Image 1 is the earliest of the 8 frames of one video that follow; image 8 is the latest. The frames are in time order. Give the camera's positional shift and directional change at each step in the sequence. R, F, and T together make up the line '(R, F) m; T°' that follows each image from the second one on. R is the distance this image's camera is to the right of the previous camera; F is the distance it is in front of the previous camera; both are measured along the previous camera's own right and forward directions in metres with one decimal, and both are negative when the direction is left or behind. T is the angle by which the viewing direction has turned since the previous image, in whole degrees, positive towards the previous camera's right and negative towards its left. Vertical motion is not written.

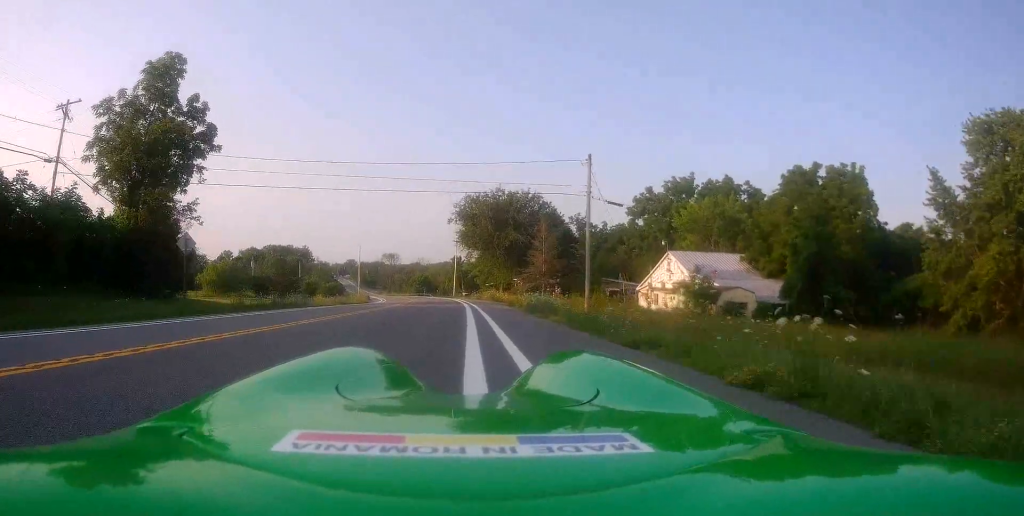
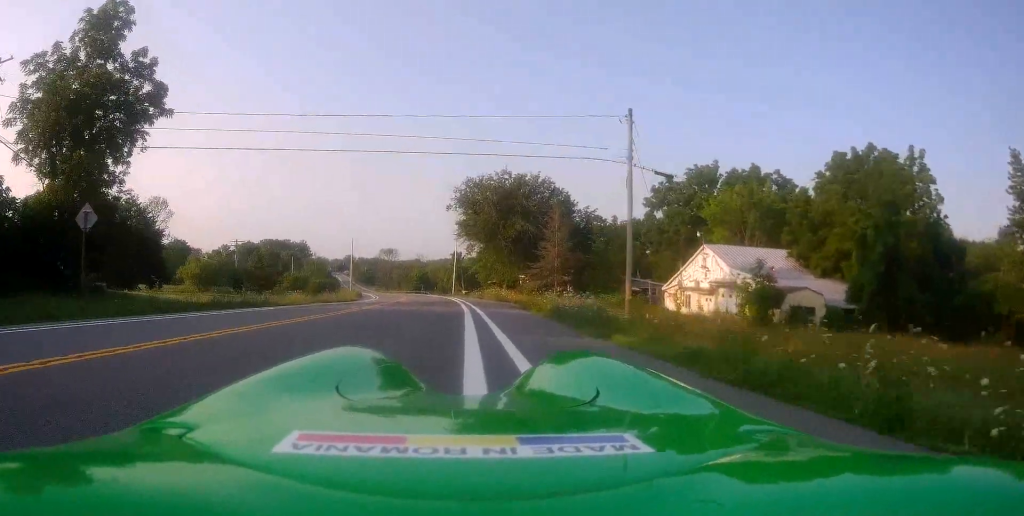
(0.0, +8.2) m; 0°
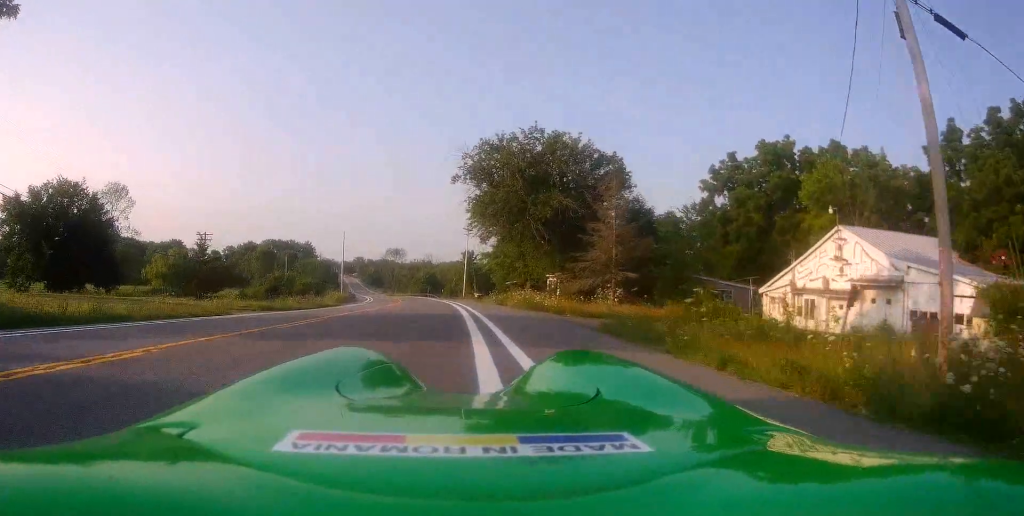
(0.0, +16.7) m; -1°
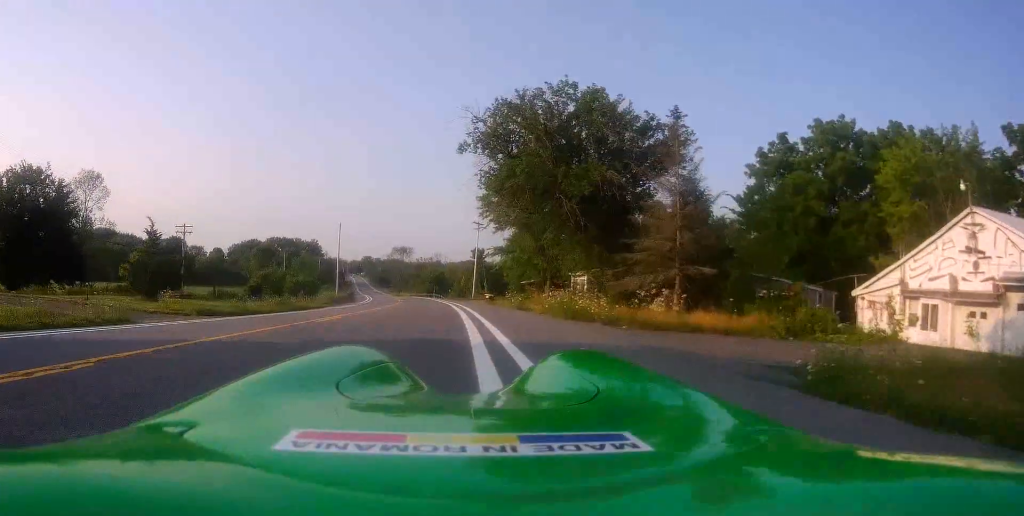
(-0.1, +9.0) m; -1°
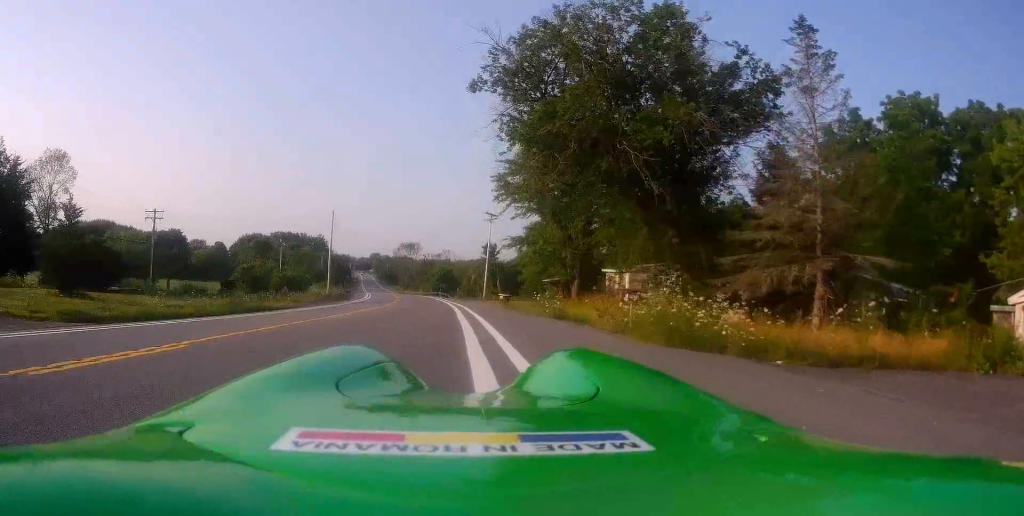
(-0.1, +10.0) m; -2°
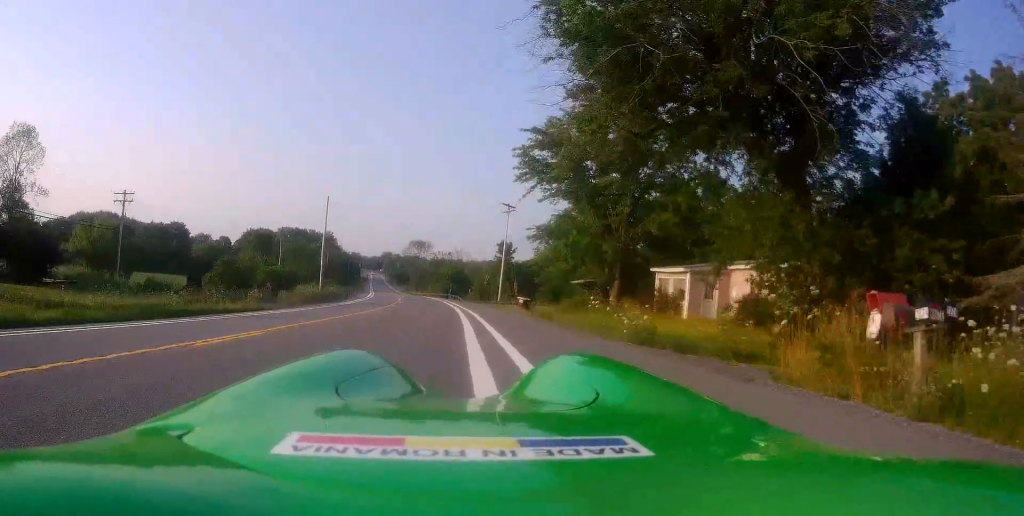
(-0.2, +9.0) m; -1°
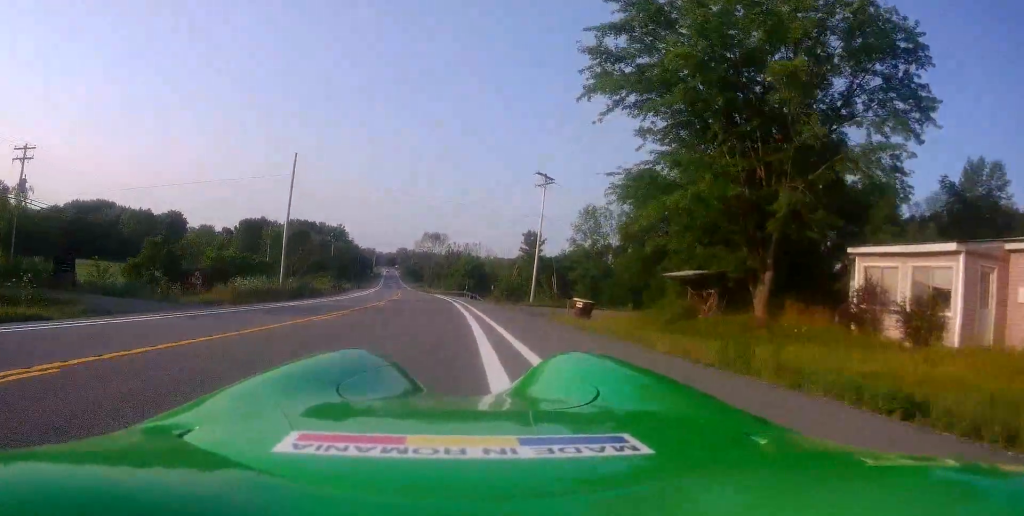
(0.0, +17.5) m; 0°
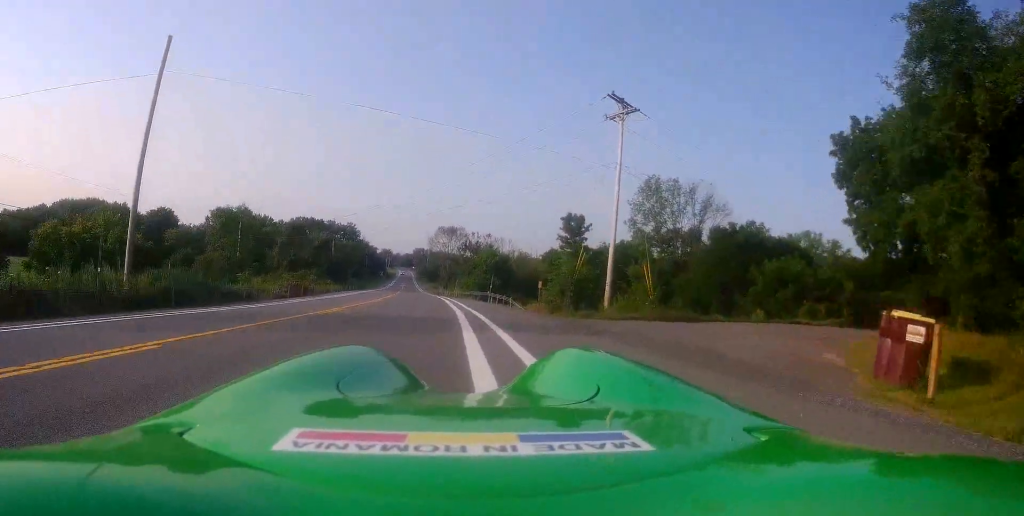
(-0.2, +22.3) m; -2°
